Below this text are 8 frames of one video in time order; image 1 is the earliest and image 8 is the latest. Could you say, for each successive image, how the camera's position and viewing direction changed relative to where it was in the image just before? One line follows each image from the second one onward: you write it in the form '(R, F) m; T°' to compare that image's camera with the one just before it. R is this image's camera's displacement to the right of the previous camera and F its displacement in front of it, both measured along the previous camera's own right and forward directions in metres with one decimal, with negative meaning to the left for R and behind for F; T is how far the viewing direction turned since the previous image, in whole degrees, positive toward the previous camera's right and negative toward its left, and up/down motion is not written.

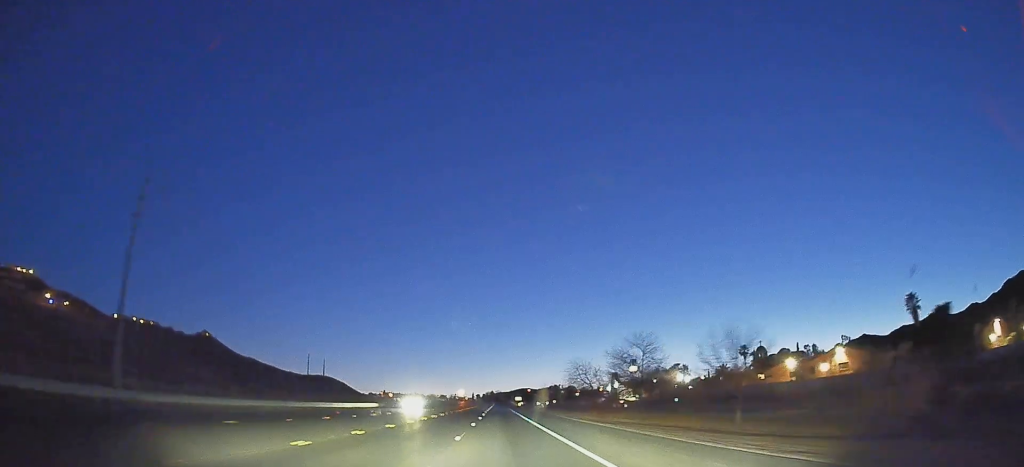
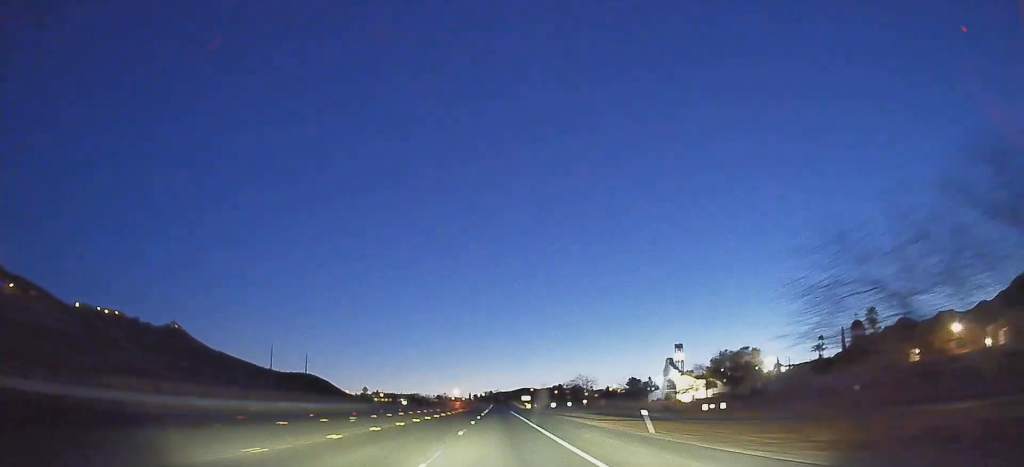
(-0.1, +56.8) m; 0°
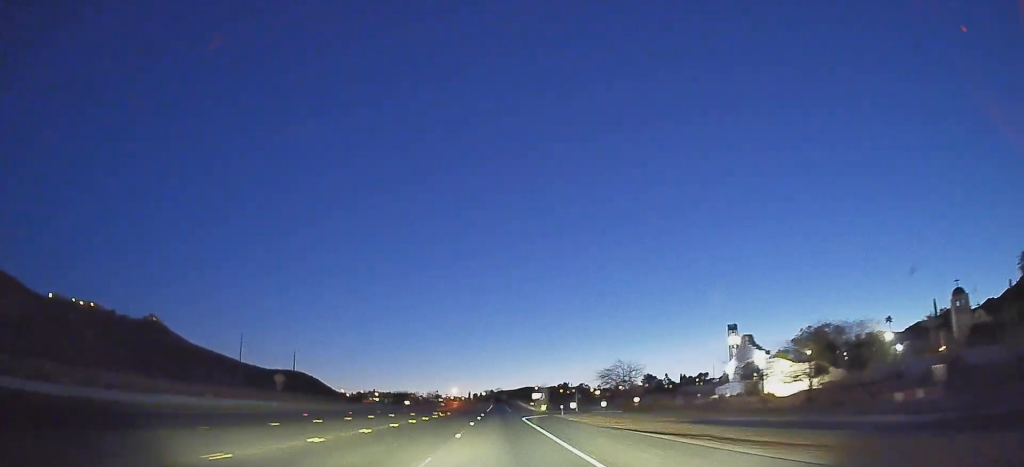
(+0.2, +37.7) m; 0°
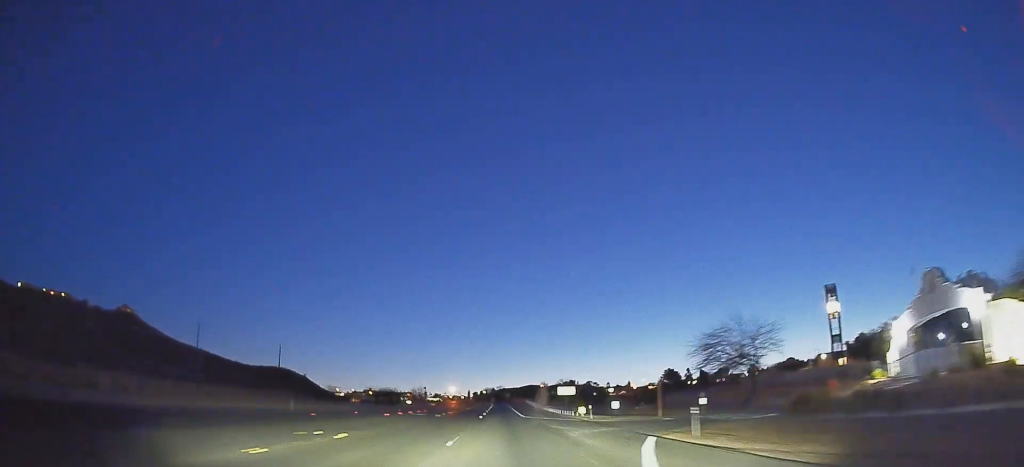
(+0.1, +40.2) m; 0°
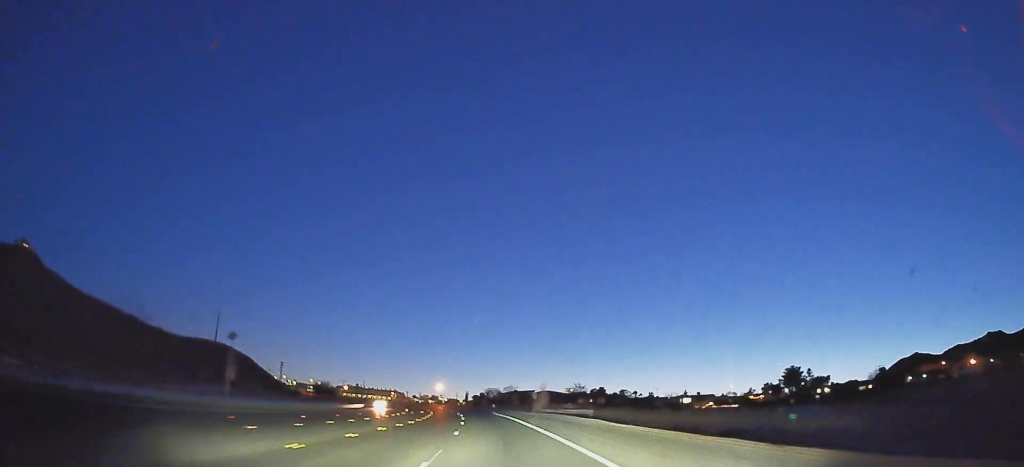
(-2.6, +130.0) m; -5°
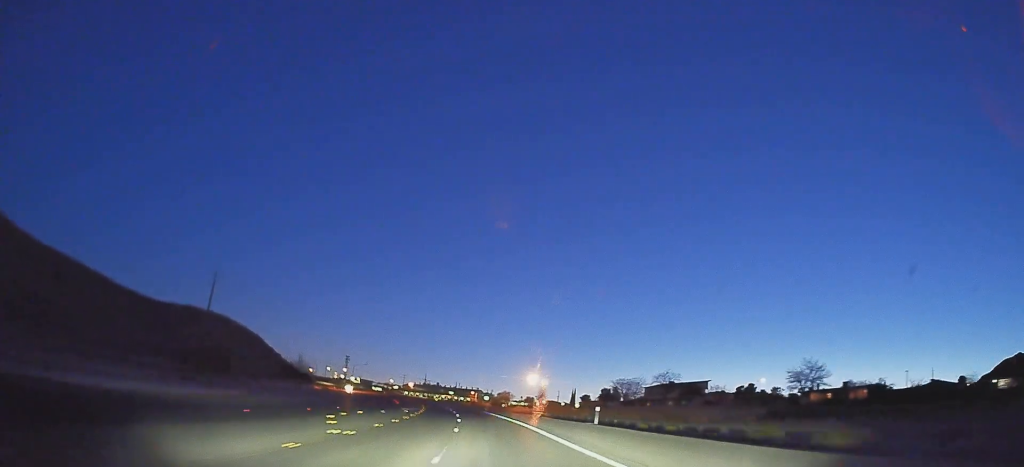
(-10.0, +120.5) m; -11°
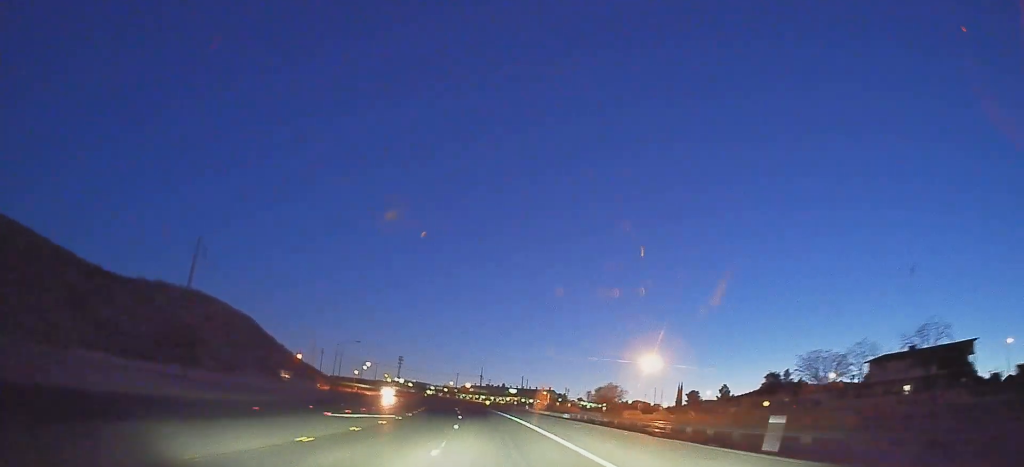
(-4.2, +70.5) m; -7°
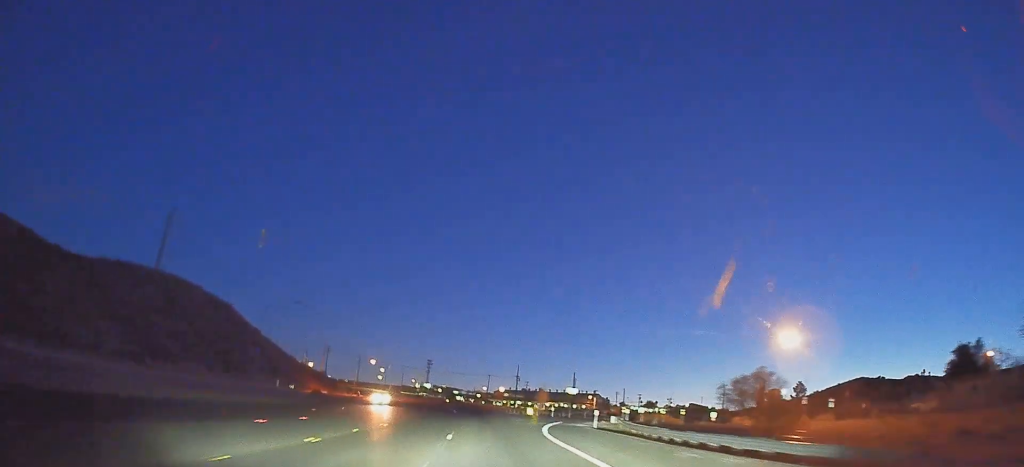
(-1.7, +41.5) m; -4°
